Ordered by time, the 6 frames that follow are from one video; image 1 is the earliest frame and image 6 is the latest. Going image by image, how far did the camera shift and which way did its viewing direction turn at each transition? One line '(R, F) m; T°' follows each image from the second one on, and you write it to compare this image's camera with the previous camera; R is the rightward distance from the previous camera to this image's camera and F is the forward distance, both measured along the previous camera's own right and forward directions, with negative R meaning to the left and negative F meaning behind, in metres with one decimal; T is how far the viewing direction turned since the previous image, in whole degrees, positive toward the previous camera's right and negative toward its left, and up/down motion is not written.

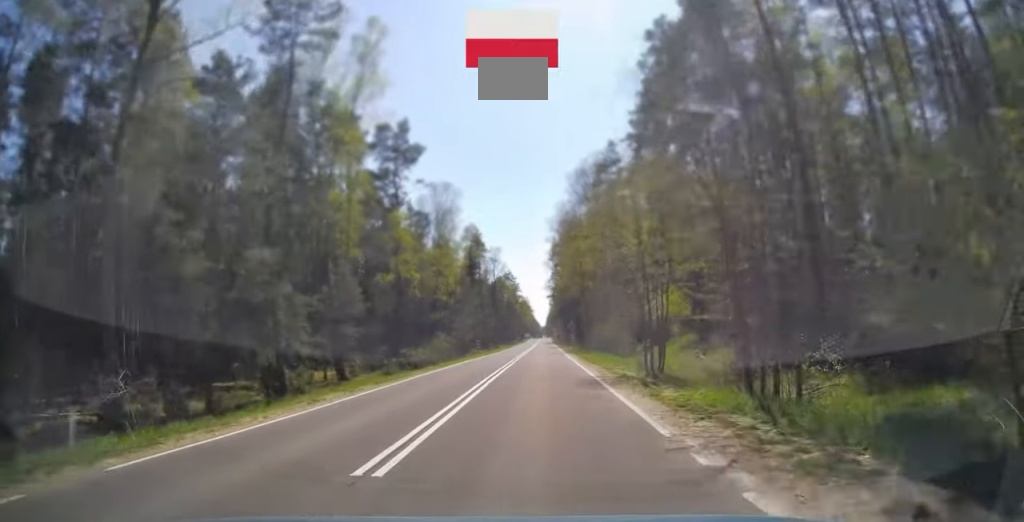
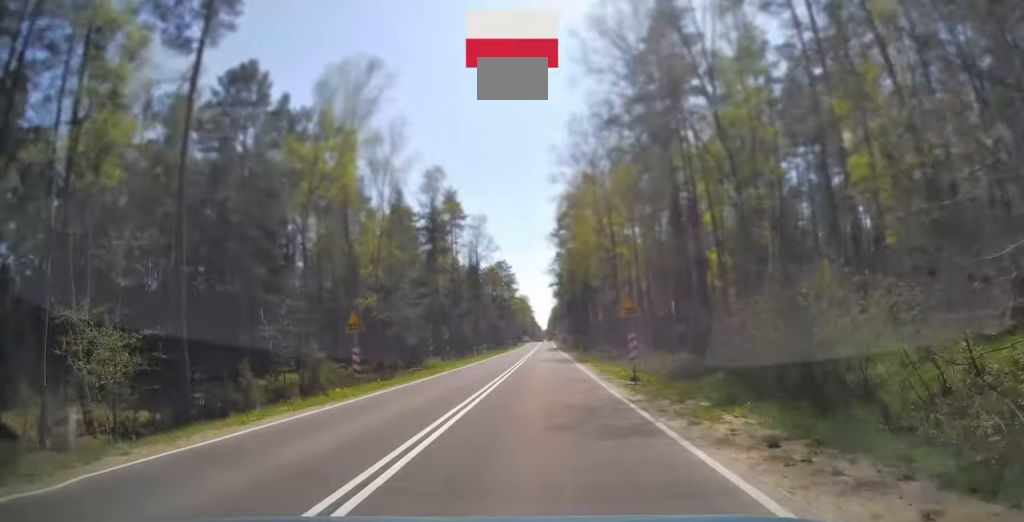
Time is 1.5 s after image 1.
(0.0, +39.0) m; 0°
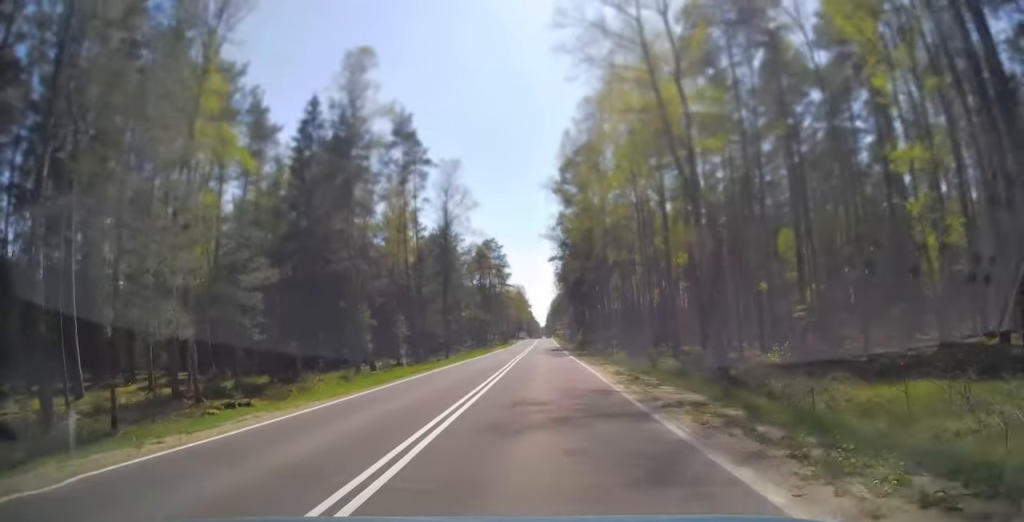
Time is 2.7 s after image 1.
(0.0, +29.8) m; 0°
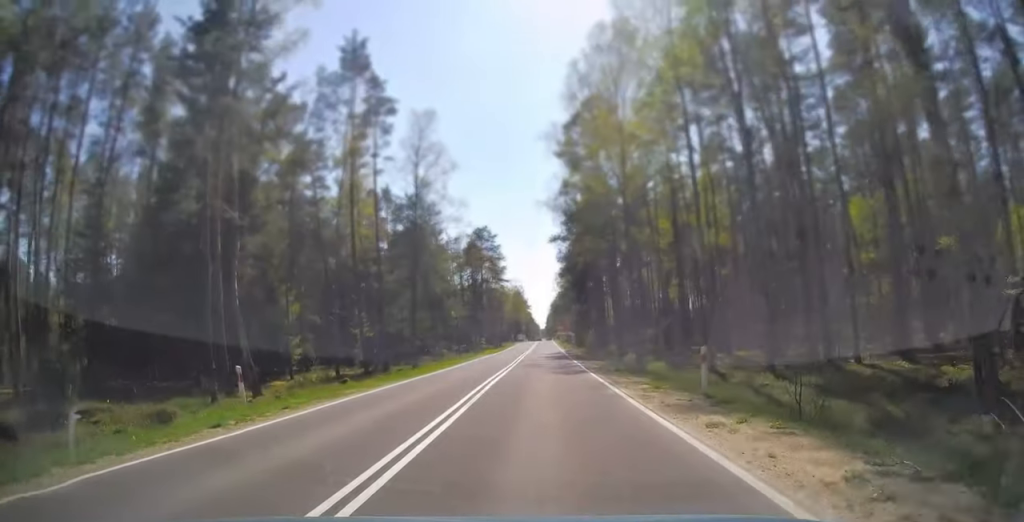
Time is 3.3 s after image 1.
(0.0, +16.4) m; 0°
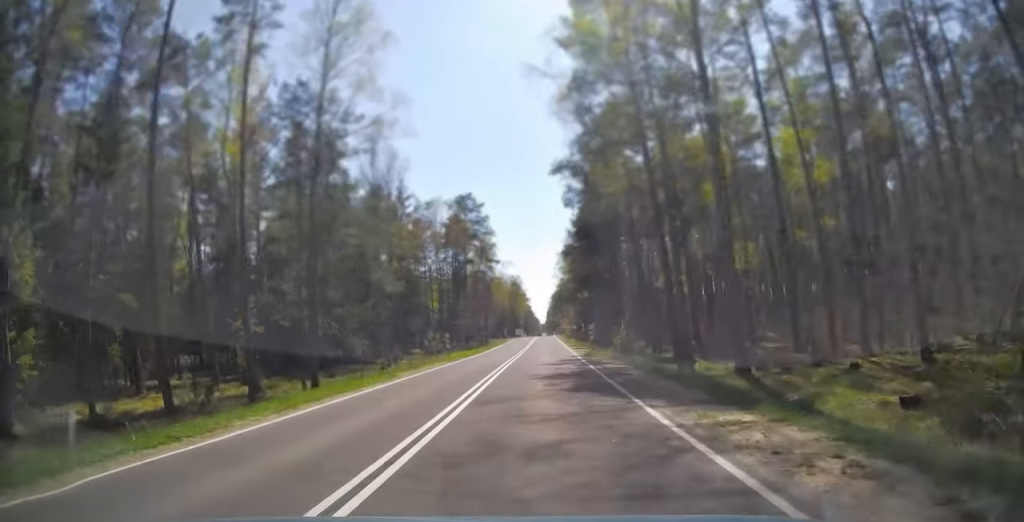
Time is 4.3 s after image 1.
(0.0, +23.4) m; 0°
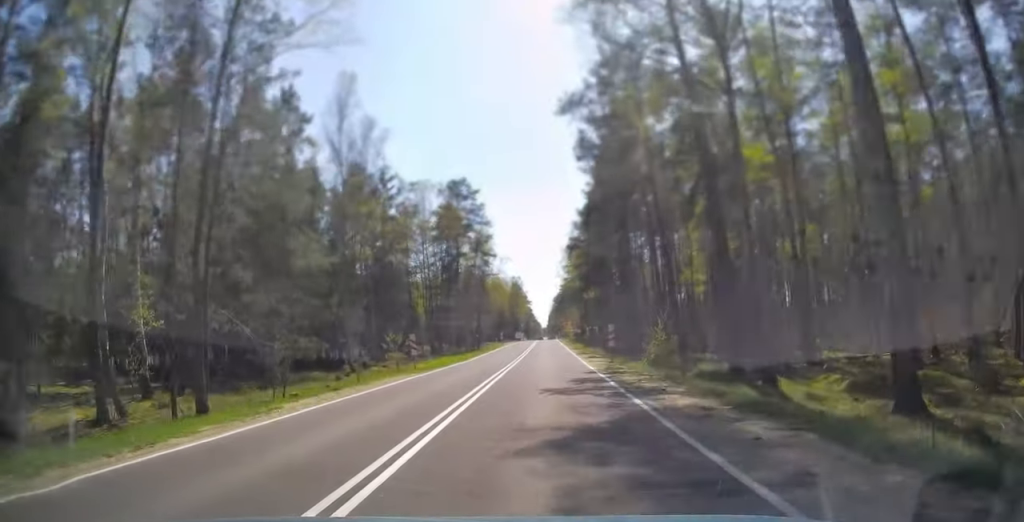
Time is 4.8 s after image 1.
(-0.1, +10.6) m; 0°
